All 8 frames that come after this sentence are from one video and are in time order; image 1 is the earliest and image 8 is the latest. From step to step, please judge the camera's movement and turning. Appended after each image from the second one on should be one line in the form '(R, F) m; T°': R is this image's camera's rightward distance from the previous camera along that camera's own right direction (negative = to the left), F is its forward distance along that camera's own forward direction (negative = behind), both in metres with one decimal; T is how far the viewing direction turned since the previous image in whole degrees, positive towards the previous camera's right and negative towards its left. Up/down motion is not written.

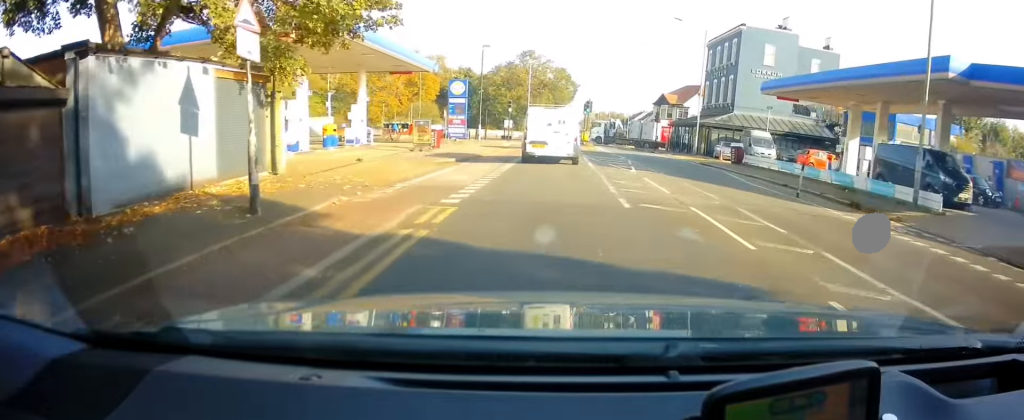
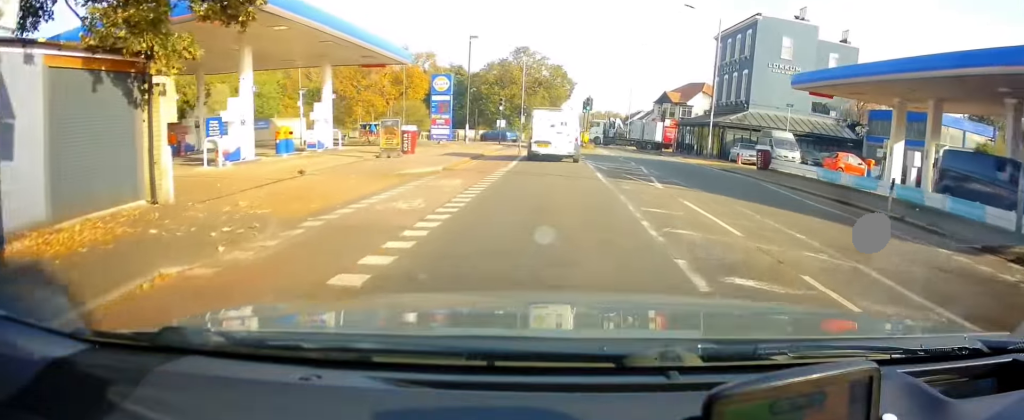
(-0.1, +4.7) m; 0°
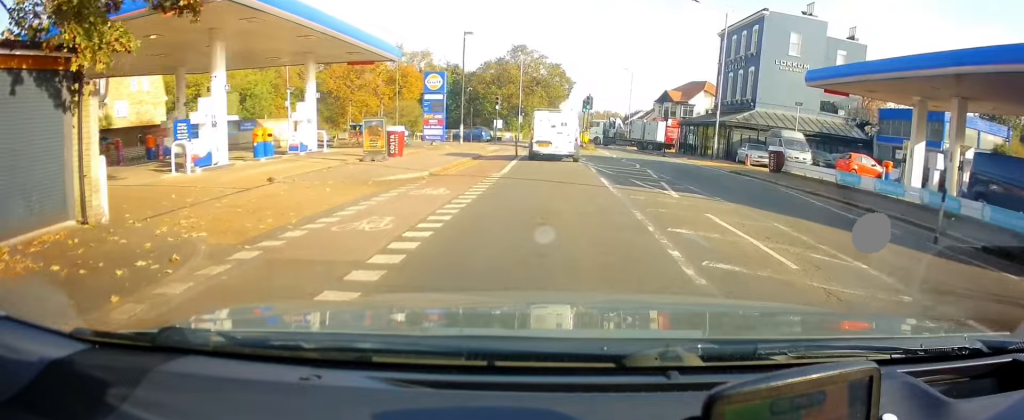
(+0.1, +1.8) m; 0°
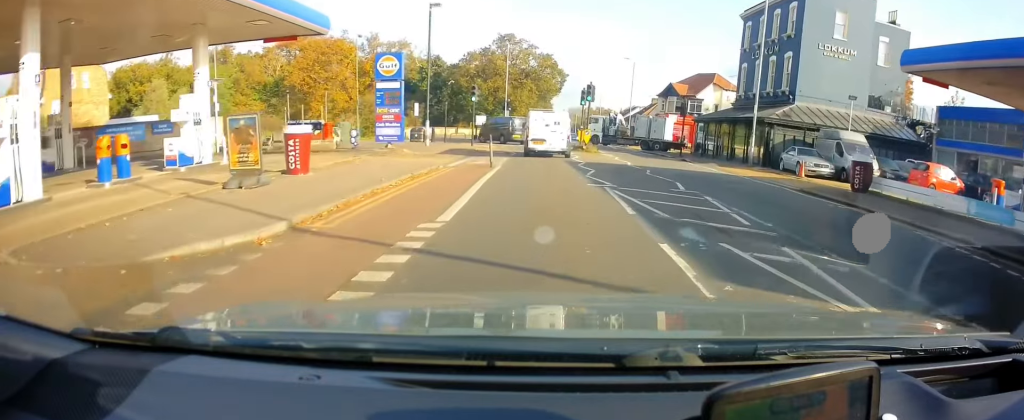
(-0.4, +8.5) m; 0°
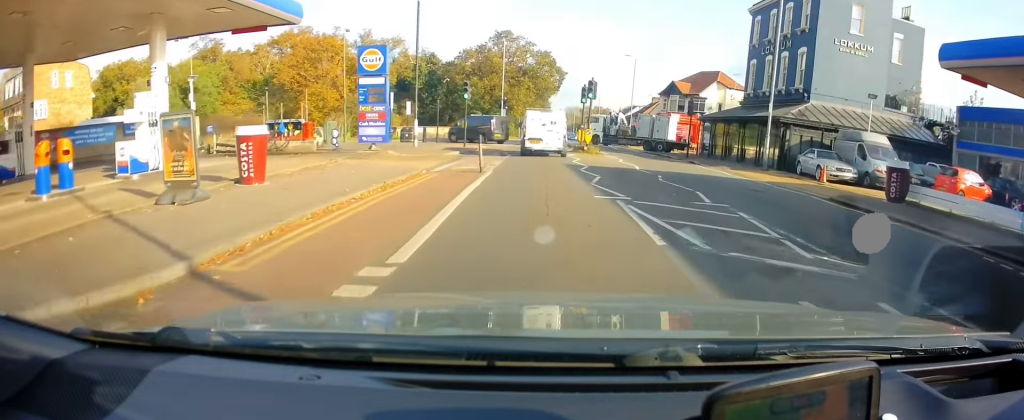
(0.0, +2.3) m; +1°
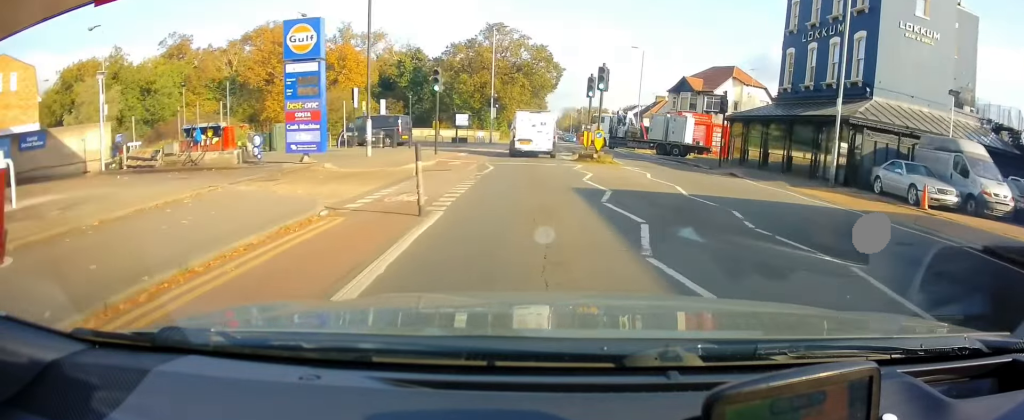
(+0.1, +6.8) m; 0°
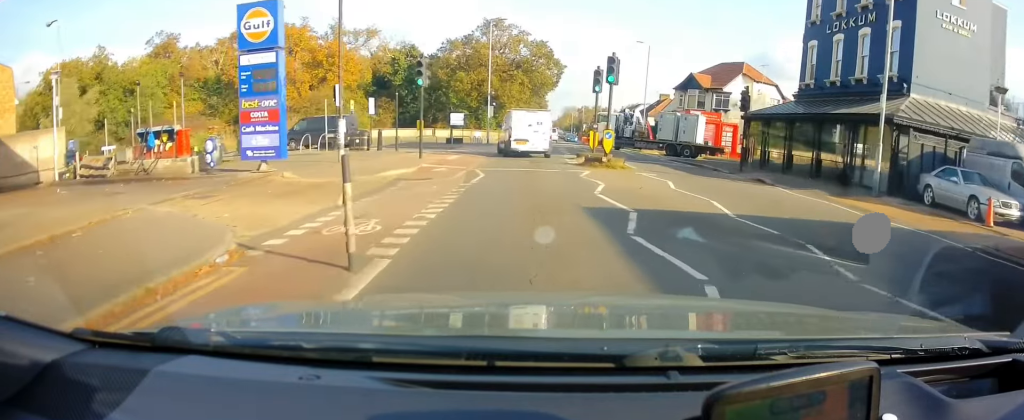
(-0.1, +2.9) m; 0°
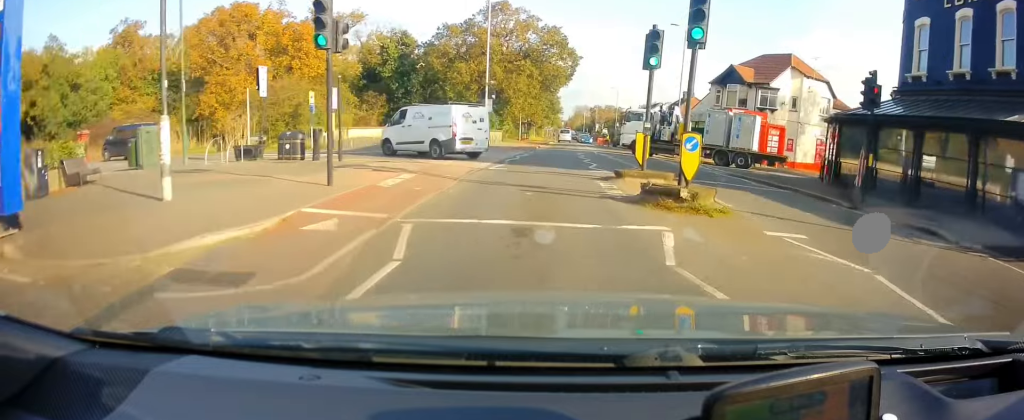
(+0.1, +9.4) m; -3°
